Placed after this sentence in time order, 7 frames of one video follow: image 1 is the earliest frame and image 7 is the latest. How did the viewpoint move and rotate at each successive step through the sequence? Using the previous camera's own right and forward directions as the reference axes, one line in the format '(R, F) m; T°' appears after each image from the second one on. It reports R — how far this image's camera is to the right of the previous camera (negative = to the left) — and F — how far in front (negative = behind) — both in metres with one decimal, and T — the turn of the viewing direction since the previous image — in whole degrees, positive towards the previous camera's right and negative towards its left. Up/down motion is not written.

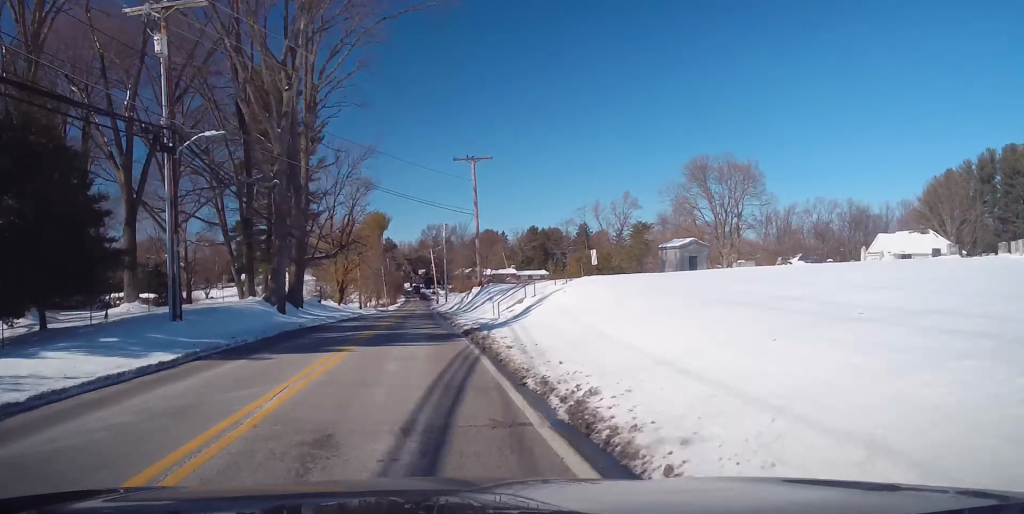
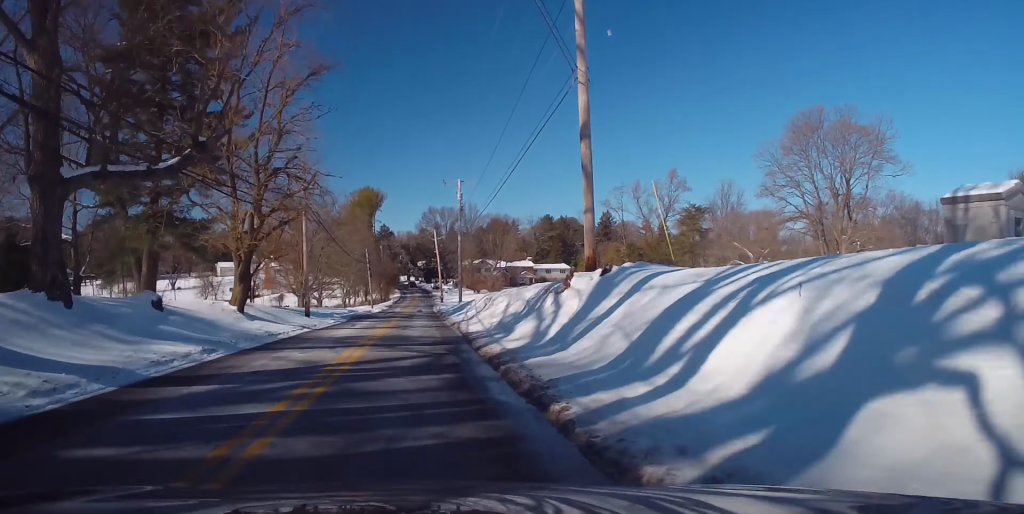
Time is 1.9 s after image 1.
(-0.4, +32.8) m; 0°
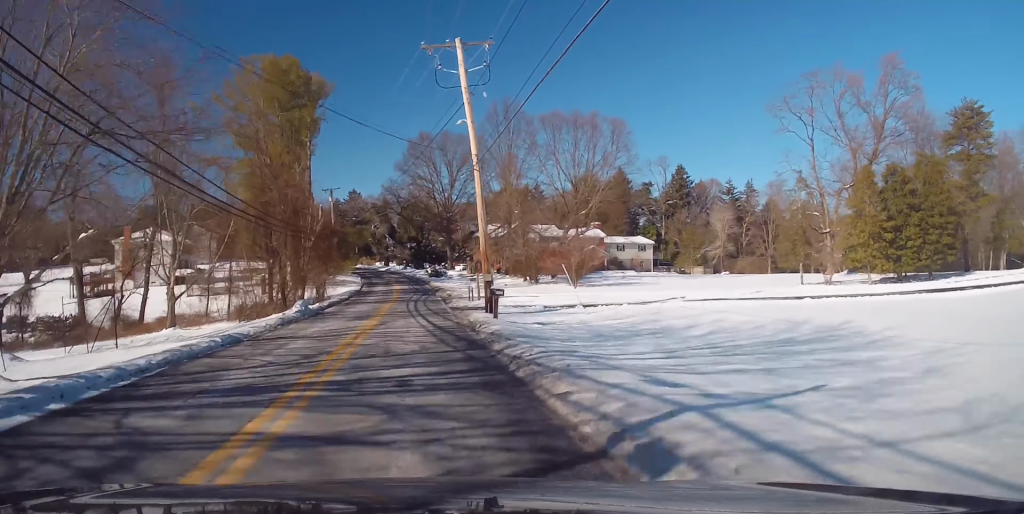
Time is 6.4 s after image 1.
(+0.9, +76.2) m; +1°
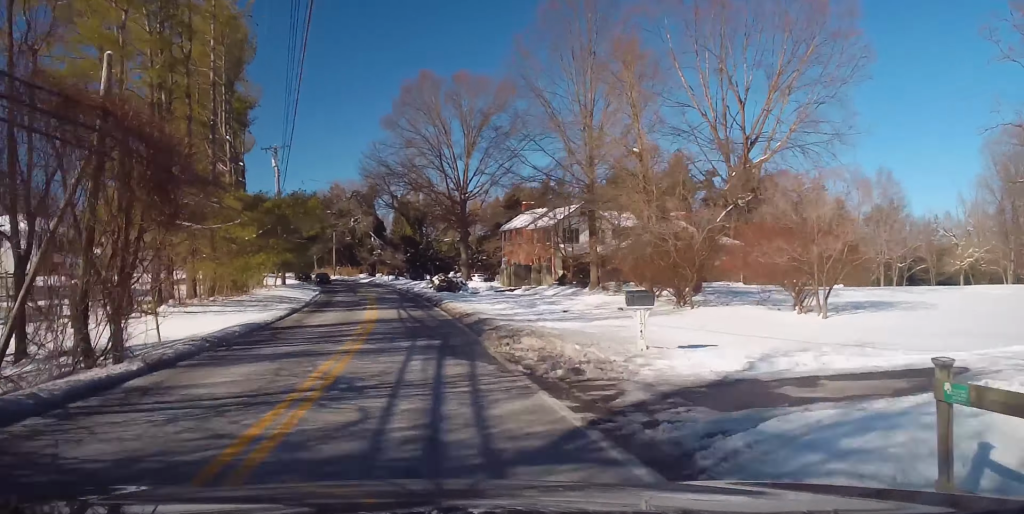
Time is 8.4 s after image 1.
(0.0, +34.1) m; -1°
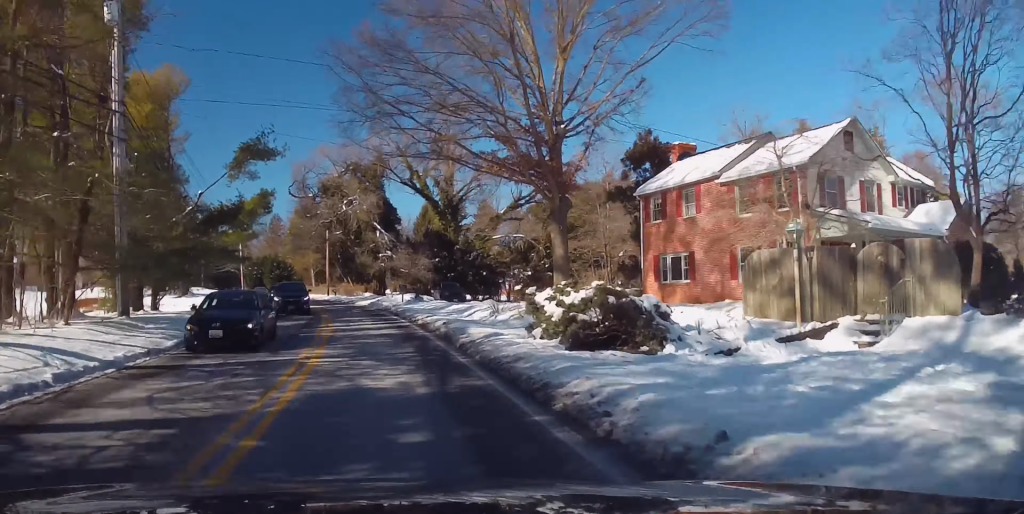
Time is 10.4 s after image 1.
(-0.4, +33.8) m; -4°
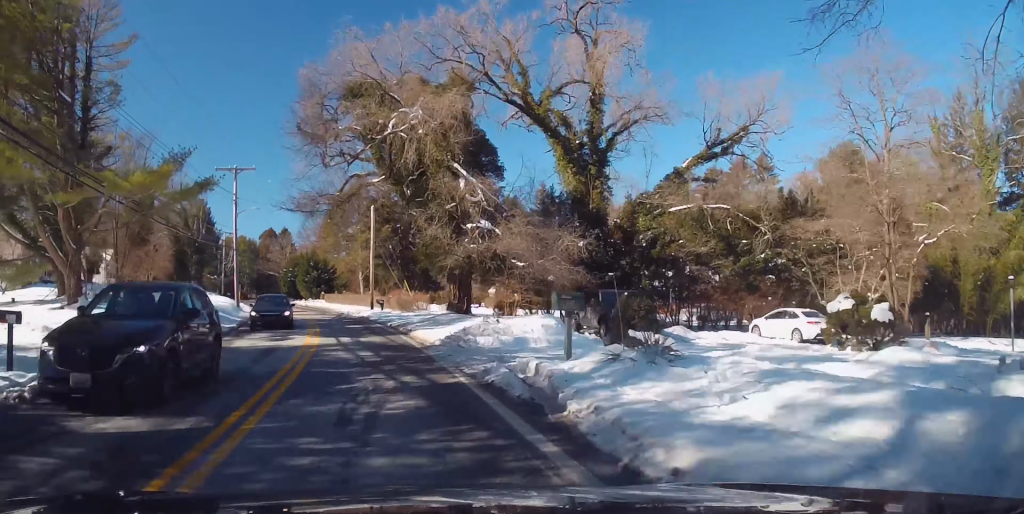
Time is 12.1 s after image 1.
(-1.2, +27.7) m; -7°
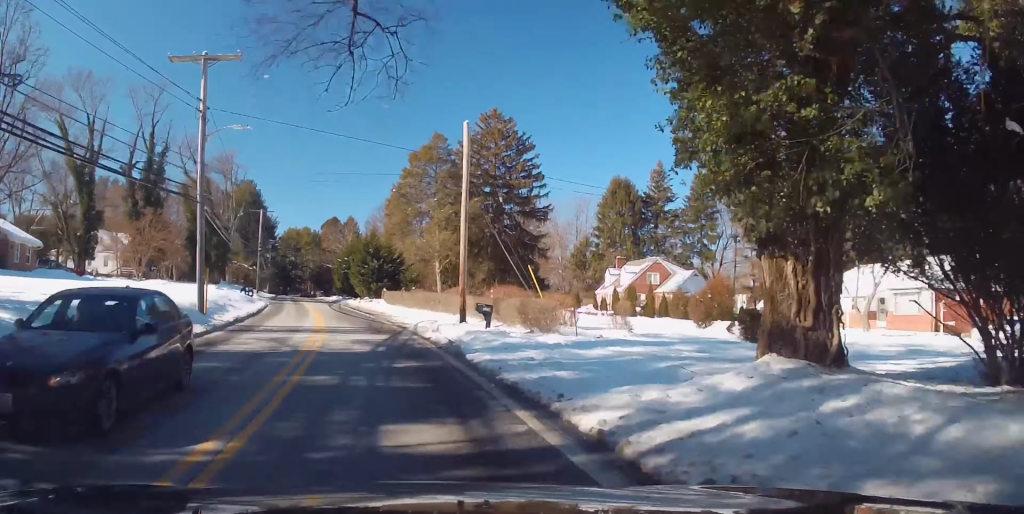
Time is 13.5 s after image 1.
(-0.9, +23.1) m; -7°
